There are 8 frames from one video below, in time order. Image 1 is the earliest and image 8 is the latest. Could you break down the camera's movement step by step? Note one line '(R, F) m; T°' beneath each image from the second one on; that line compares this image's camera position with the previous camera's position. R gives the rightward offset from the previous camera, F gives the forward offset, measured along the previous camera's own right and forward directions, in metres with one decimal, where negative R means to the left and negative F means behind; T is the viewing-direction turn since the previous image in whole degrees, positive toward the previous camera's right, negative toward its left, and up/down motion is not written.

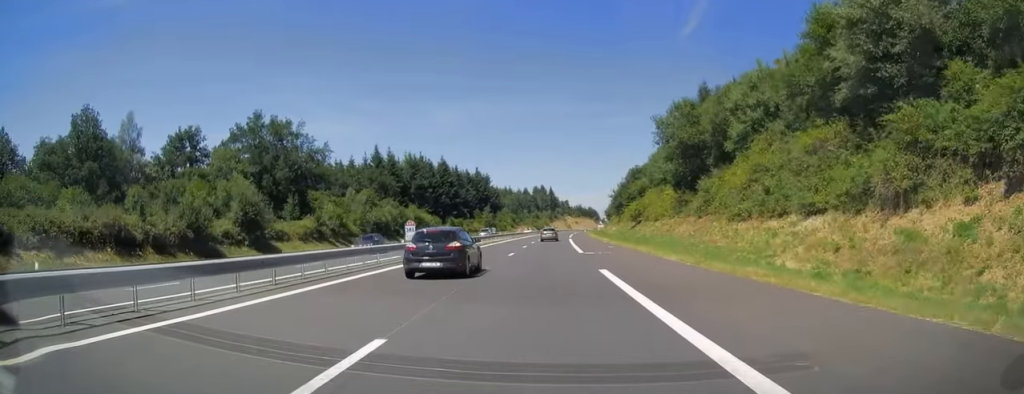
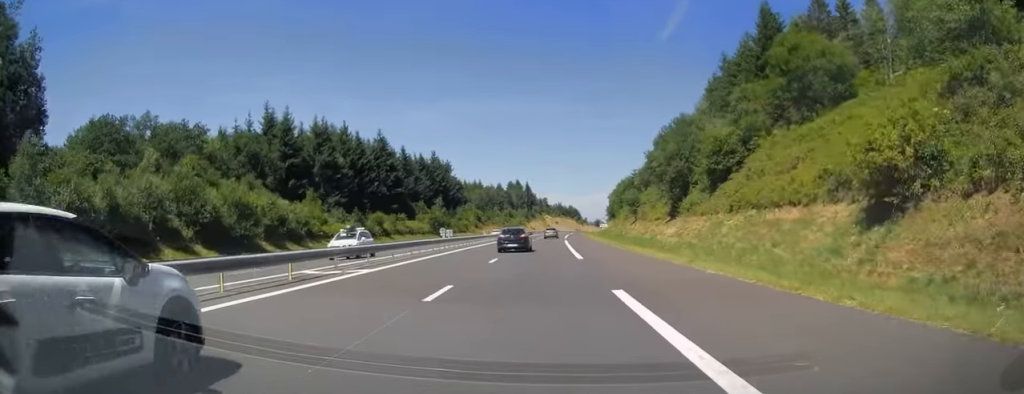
(+1.0, +58.1) m; +2°
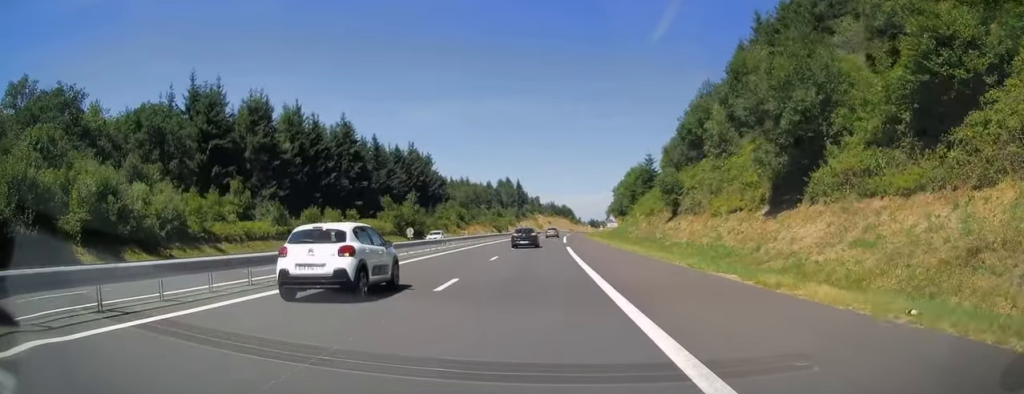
(+0.2, +24.1) m; +1°
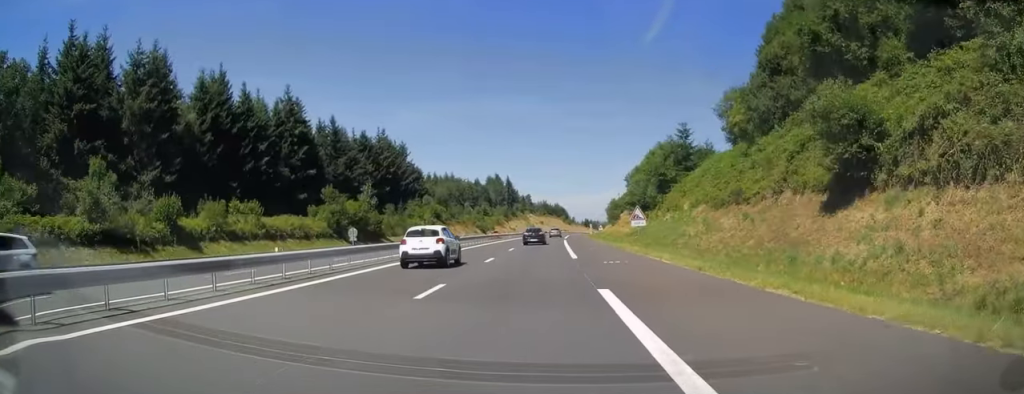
(+0.3, +27.6) m; +1°
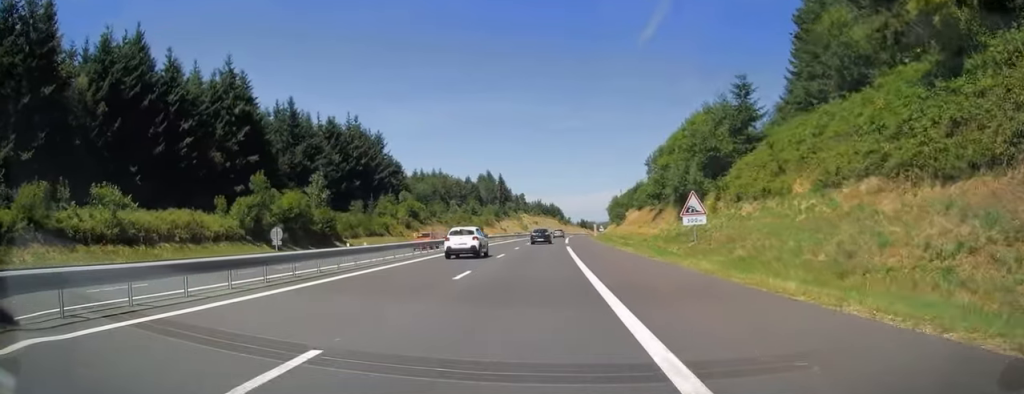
(+0.1, +21.2) m; +1°
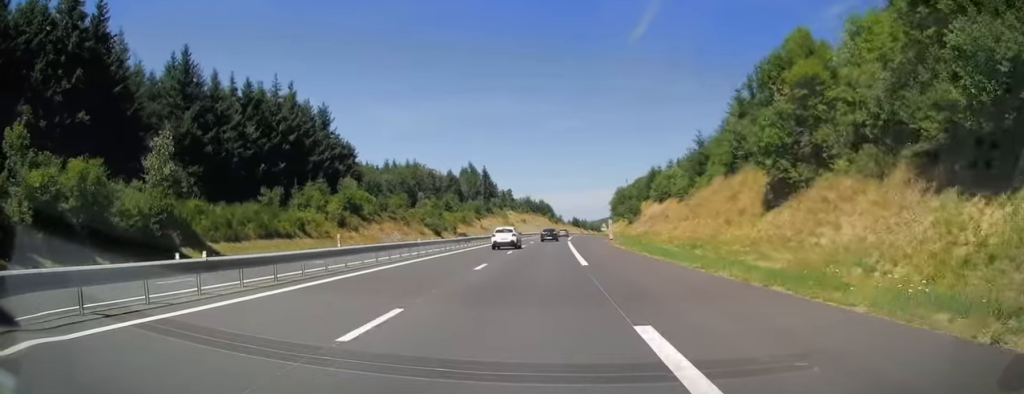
(+0.3, +35.5) m; +1°
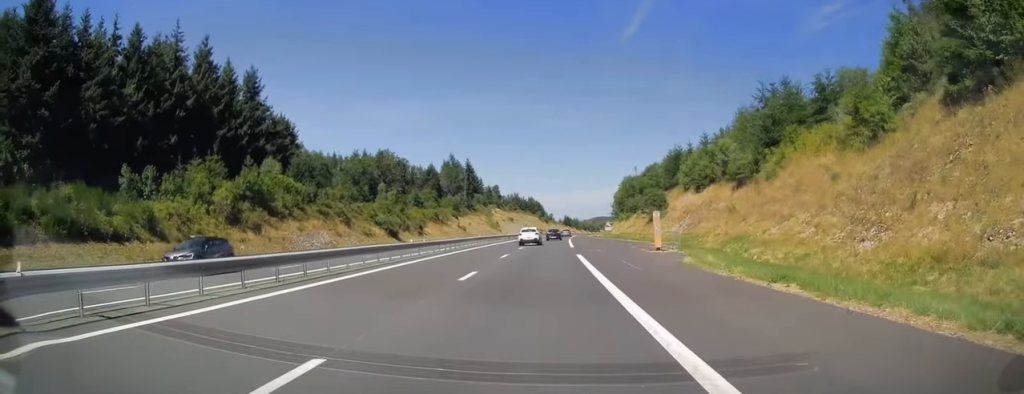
(+0.2, +30.1) m; +1°
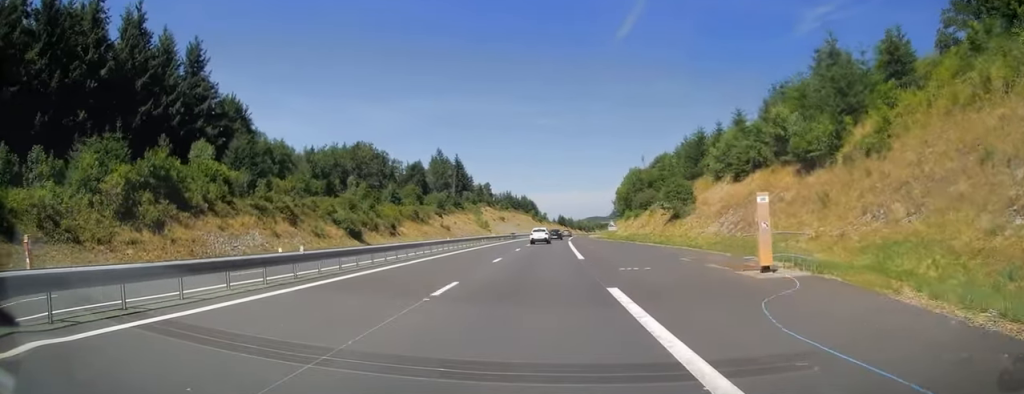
(0.0, +16.8) m; +1°
